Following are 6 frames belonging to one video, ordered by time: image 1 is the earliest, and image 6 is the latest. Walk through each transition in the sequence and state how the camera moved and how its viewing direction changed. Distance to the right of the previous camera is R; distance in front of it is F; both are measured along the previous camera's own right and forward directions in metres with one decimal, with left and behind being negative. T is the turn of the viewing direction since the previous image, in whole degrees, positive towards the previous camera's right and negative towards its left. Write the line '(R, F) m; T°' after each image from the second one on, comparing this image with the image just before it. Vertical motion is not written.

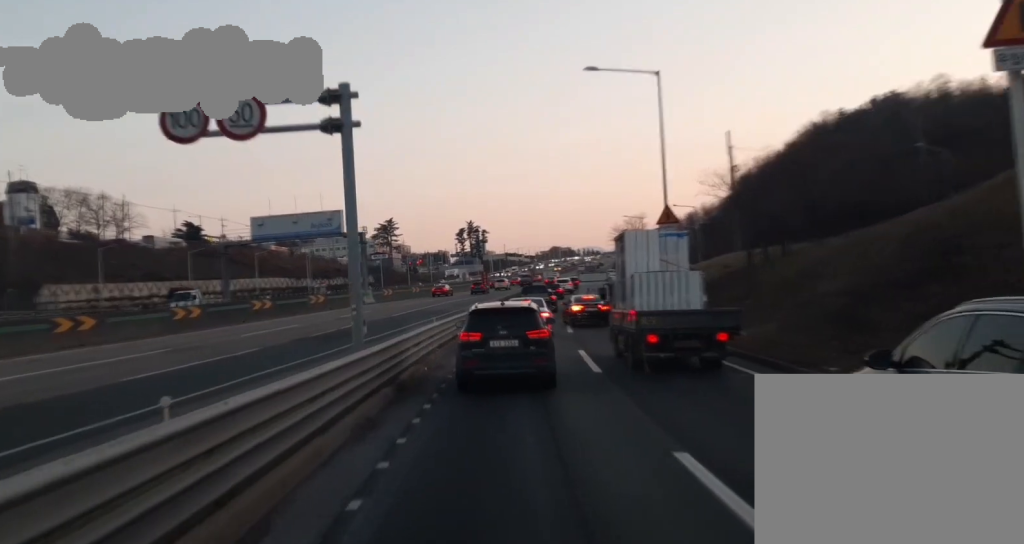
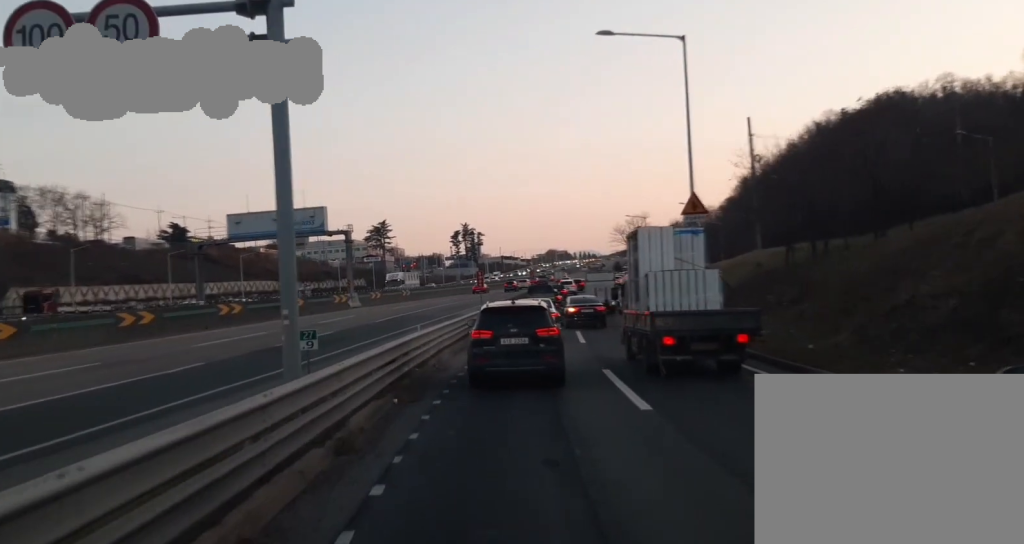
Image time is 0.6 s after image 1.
(+0.1, +6.2) m; +2°
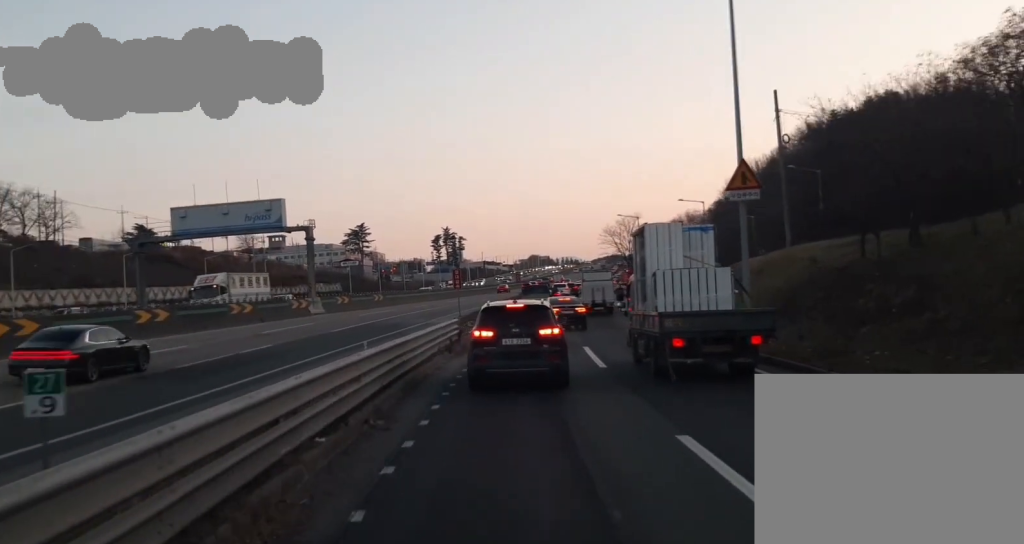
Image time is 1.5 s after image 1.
(+0.1, +9.5) m; +1°
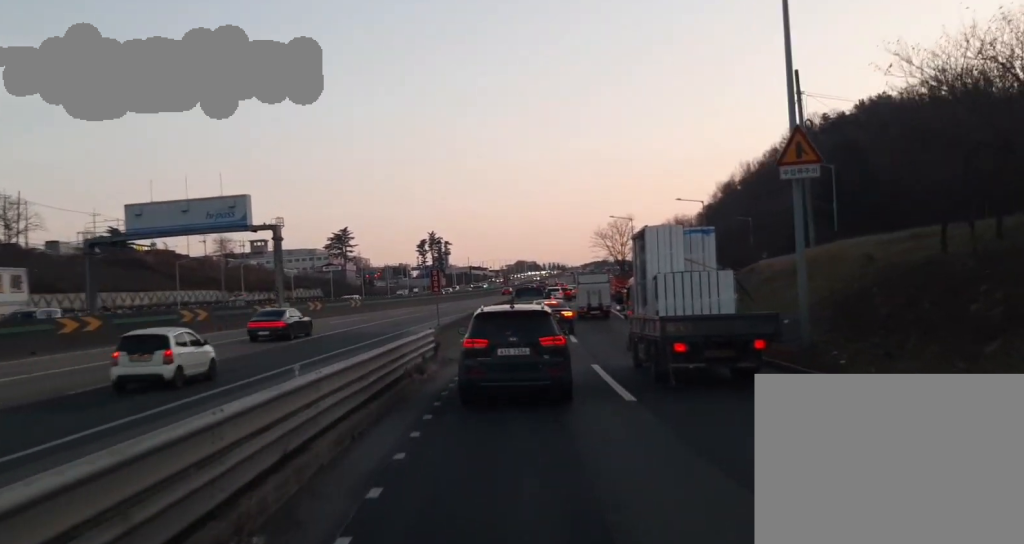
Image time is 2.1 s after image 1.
(+0.1, +6.3) m; +1°
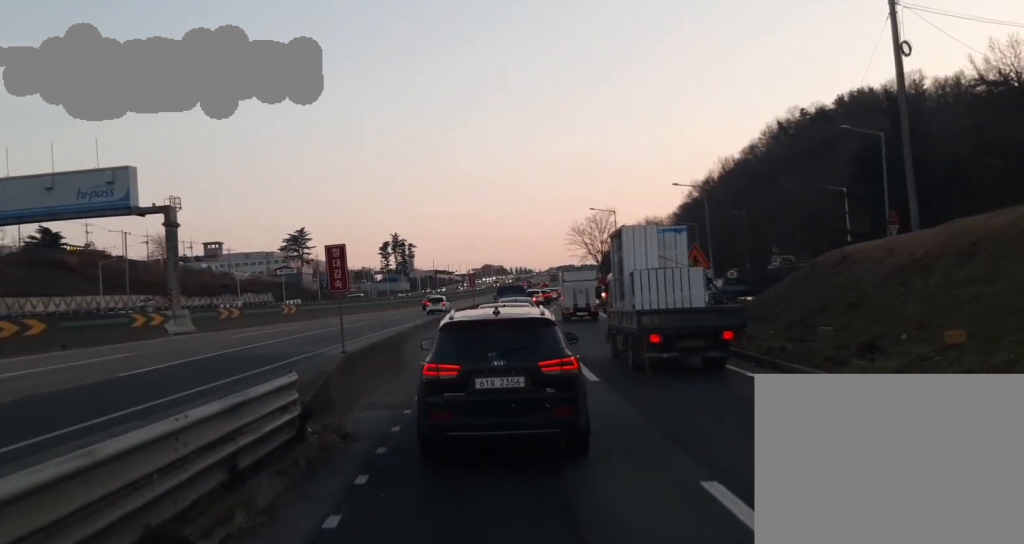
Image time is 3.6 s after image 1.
(+0.3, +17.1) m; +3°
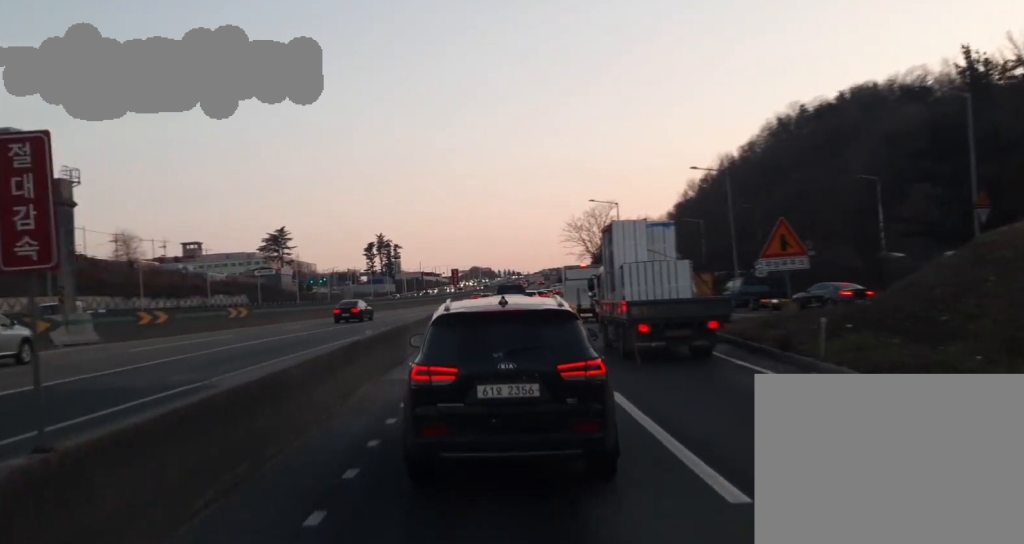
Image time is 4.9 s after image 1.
(+0.6, +13.2) m; +4°
